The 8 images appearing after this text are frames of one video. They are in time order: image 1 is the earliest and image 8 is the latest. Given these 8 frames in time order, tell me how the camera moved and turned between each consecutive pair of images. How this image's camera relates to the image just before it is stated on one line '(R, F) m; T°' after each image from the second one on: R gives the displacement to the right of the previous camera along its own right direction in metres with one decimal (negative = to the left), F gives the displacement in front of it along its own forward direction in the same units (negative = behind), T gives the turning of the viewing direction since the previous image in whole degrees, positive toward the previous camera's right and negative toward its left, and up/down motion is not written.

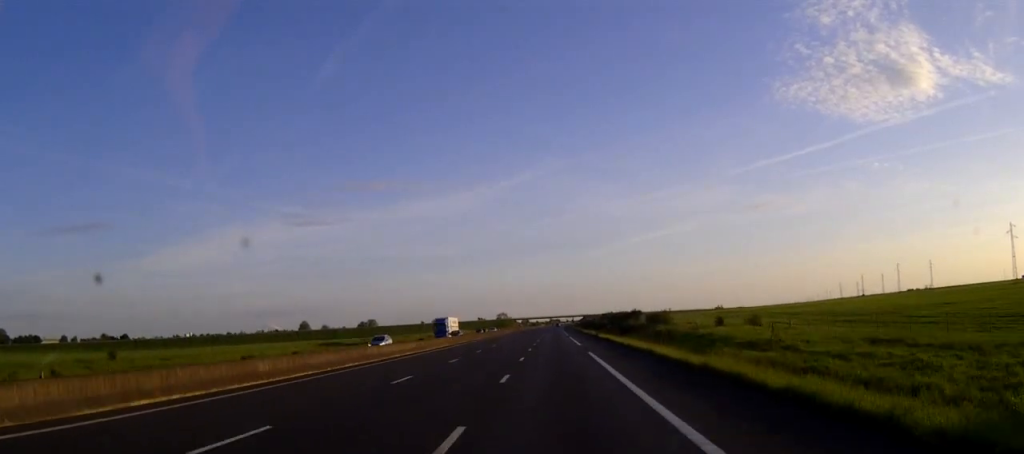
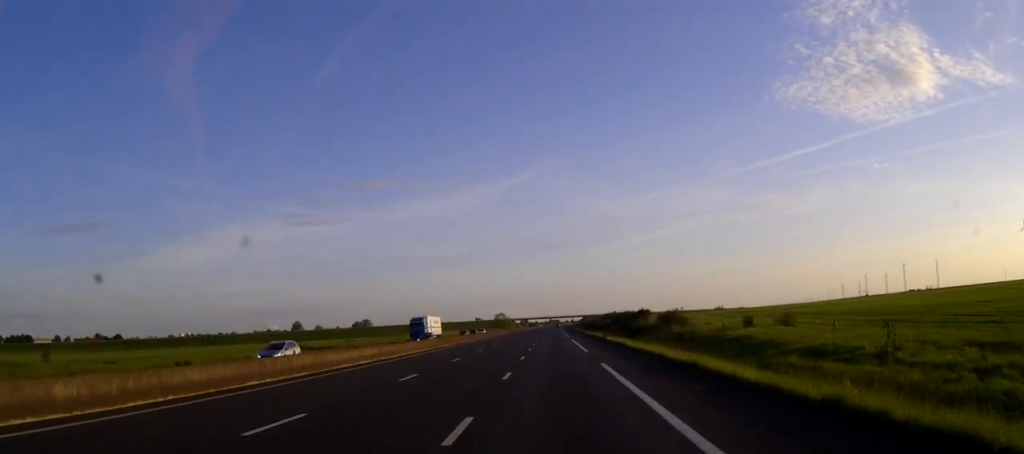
(0.0, +11.7) m; 0°
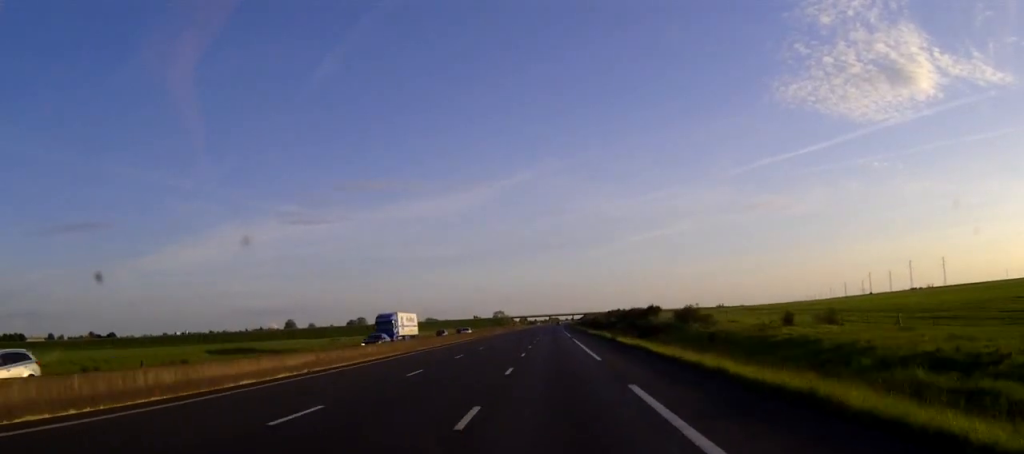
(0.0, +11.7) m; 0°
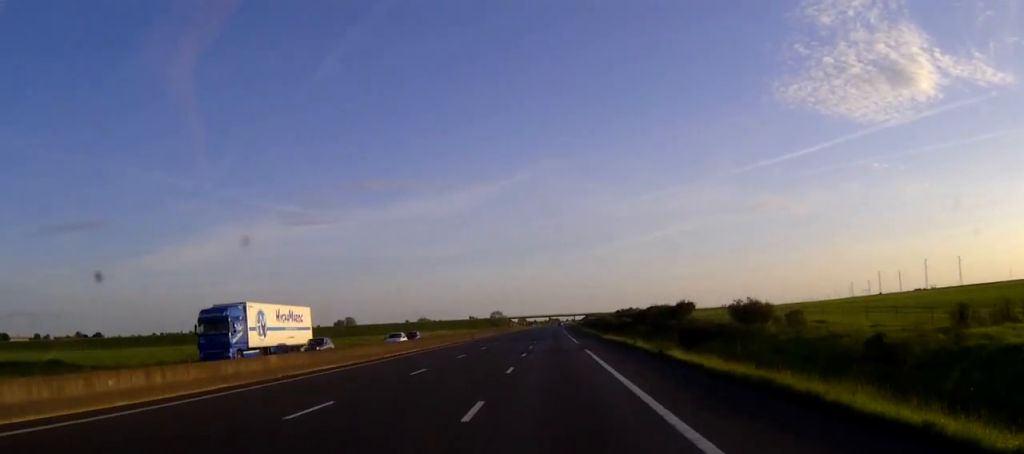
(0.0, +25.2) m; 0°
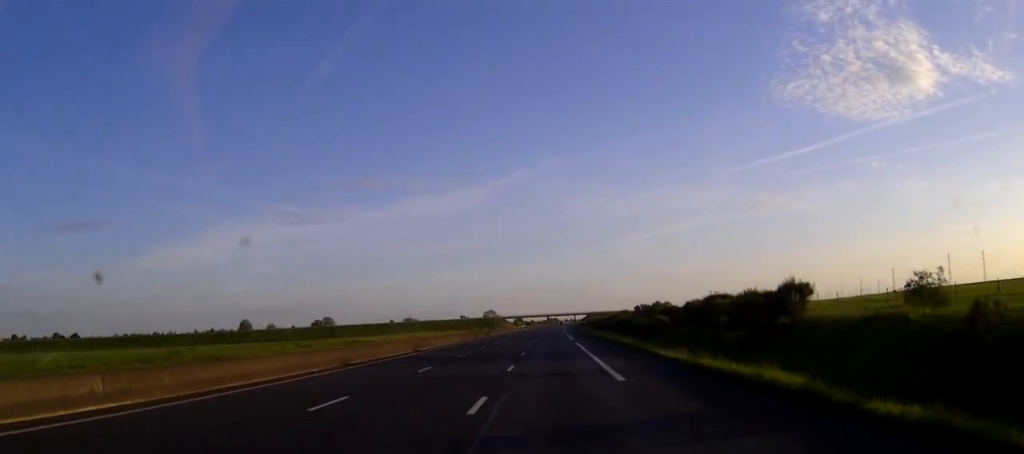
(+0.1, +37.8) m; 0°
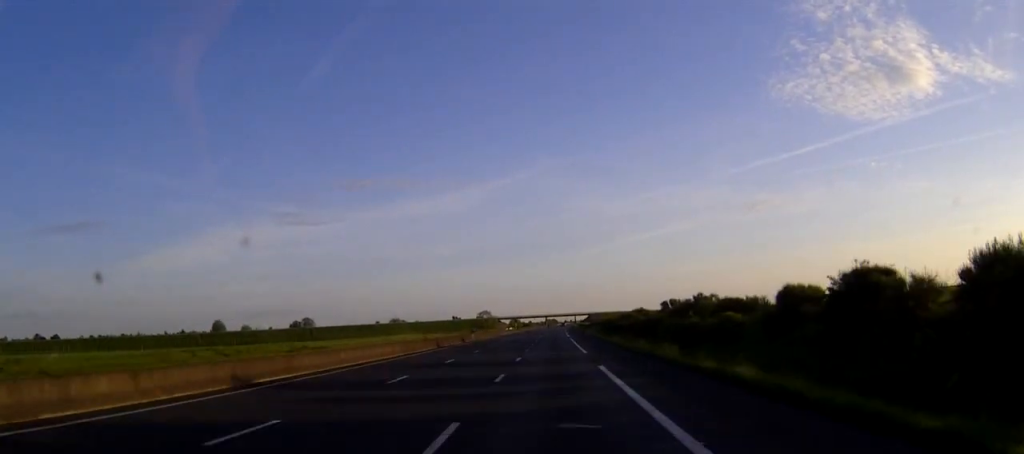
(+0.1, +30.6) m; 0°
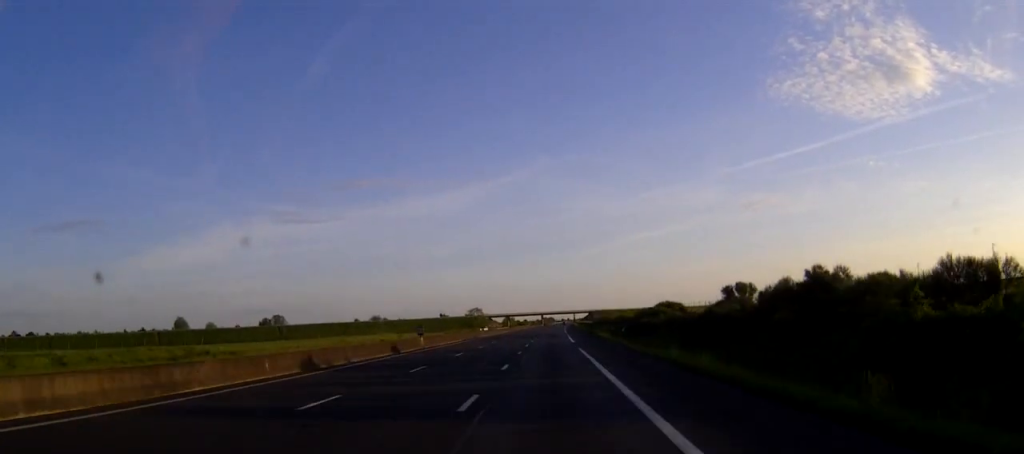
(0.0, +34.3) m; 0°
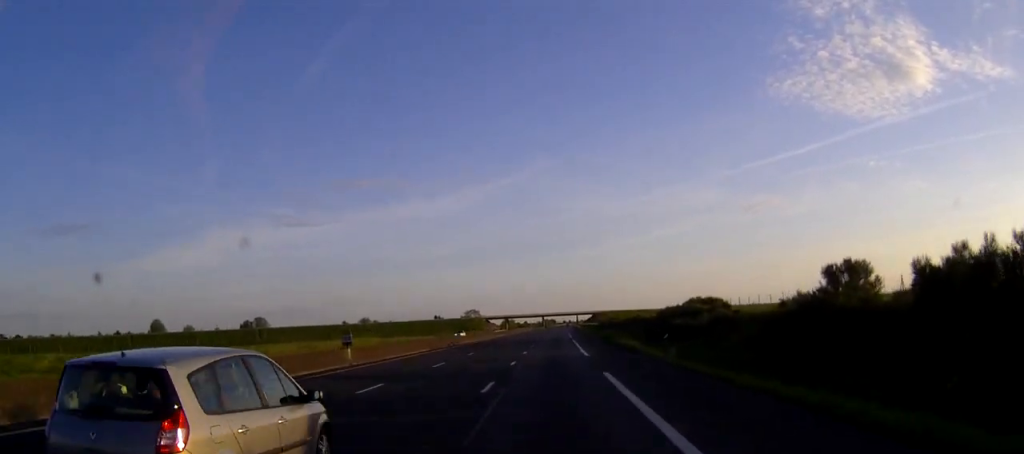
(0.0, +21.6) m; 0°
